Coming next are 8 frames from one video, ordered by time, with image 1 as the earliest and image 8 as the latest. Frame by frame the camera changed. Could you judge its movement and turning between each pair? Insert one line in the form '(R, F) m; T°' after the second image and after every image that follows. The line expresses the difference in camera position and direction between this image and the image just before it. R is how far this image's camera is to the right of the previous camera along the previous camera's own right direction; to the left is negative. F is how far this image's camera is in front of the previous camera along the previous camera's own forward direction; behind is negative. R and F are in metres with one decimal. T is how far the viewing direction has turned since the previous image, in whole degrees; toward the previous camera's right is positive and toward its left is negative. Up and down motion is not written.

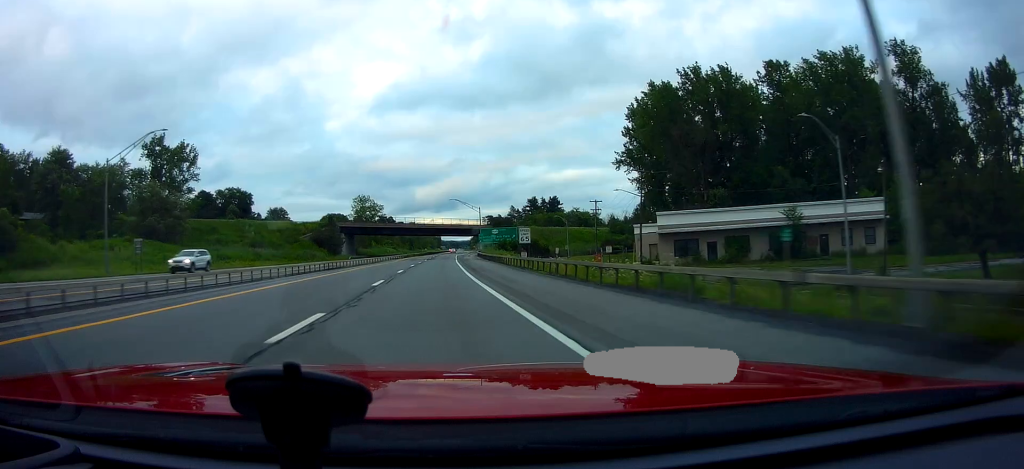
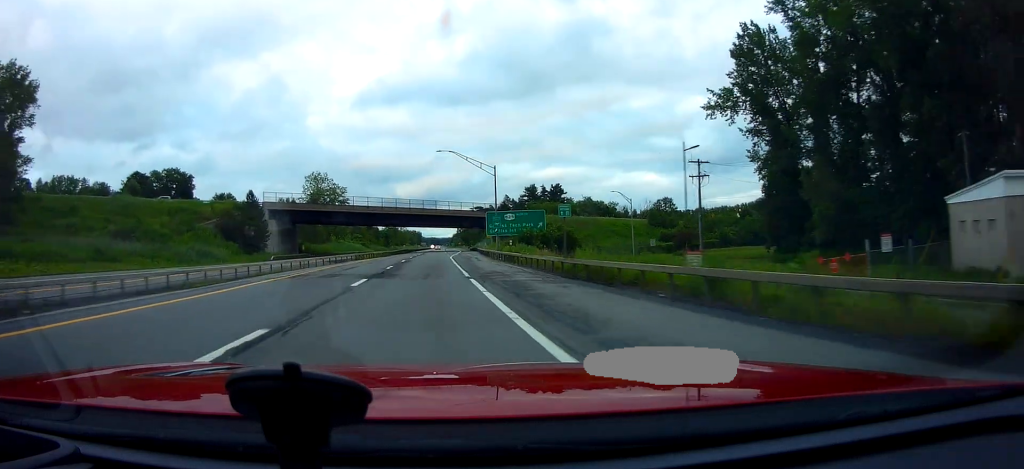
(+1.6, +51.0) m; +3°
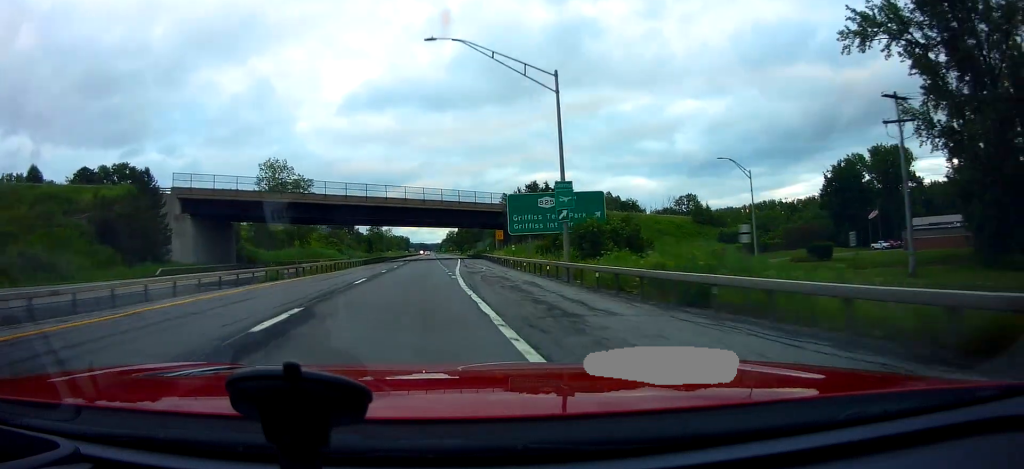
(+0.1, +32.1) m; 0°
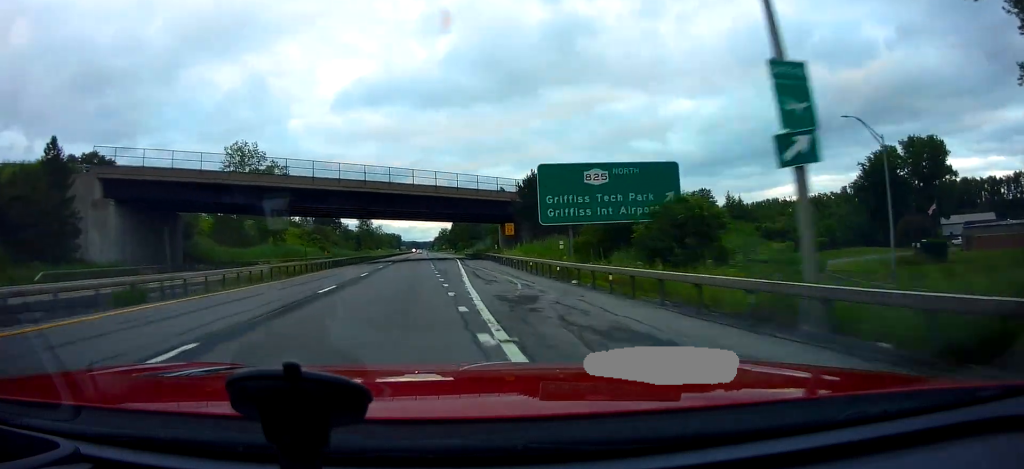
(0.0, +16.4) m; +1°
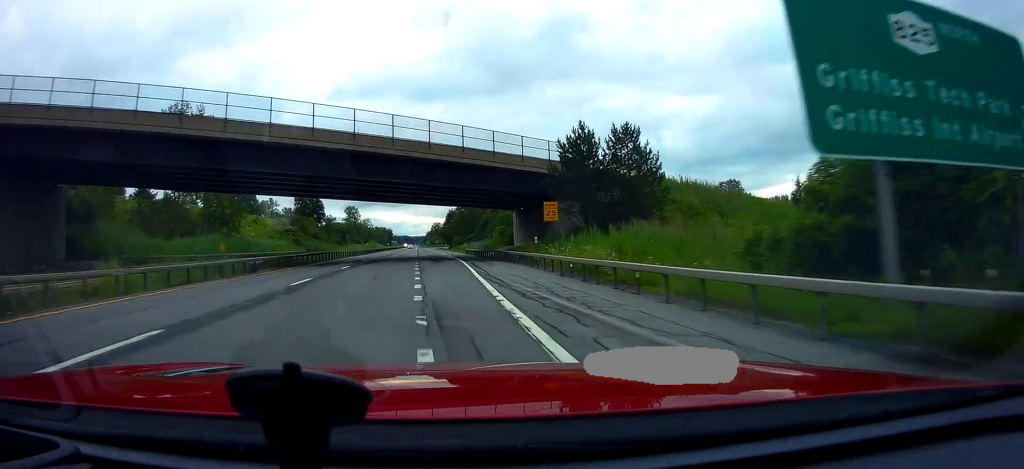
(-0.1, +23.5) m; +2°
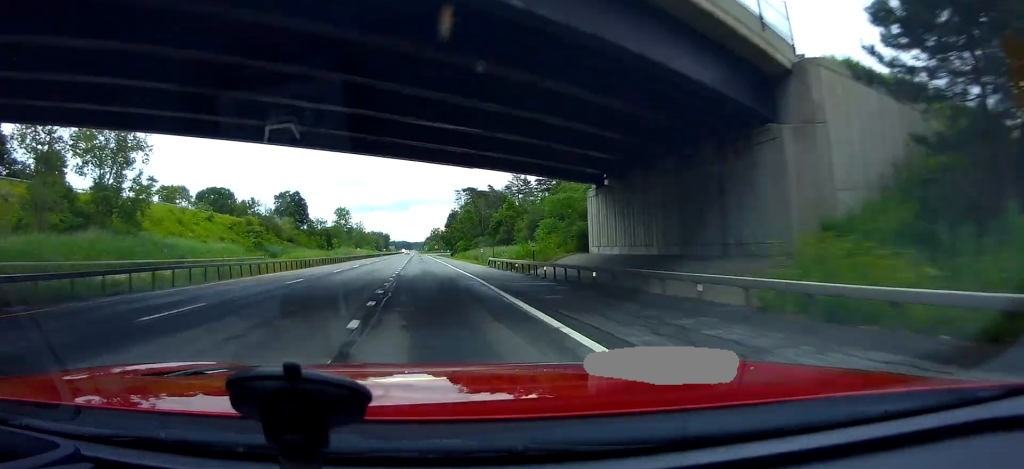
(+0.9, +32.0) m; 0°
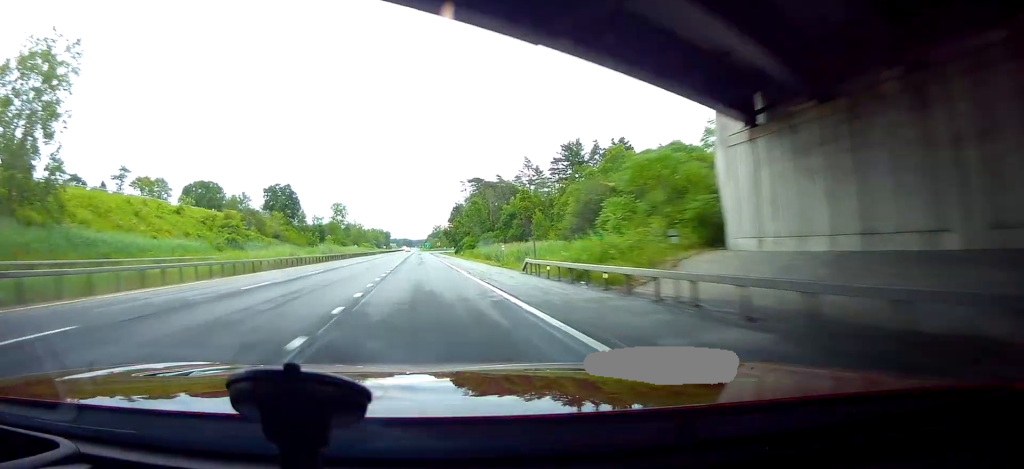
(-0.5, +16.9) m; -1°
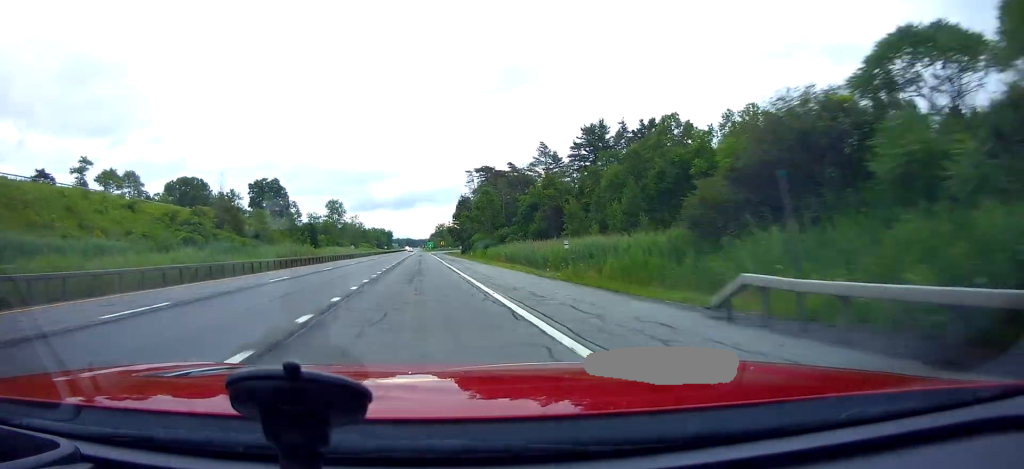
(+0.1, +19.4) m; 0°
